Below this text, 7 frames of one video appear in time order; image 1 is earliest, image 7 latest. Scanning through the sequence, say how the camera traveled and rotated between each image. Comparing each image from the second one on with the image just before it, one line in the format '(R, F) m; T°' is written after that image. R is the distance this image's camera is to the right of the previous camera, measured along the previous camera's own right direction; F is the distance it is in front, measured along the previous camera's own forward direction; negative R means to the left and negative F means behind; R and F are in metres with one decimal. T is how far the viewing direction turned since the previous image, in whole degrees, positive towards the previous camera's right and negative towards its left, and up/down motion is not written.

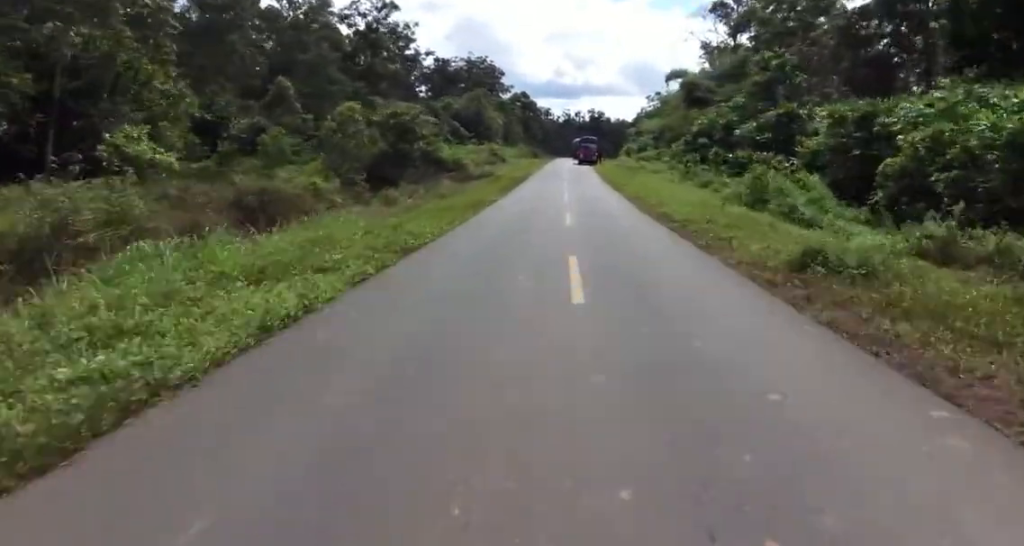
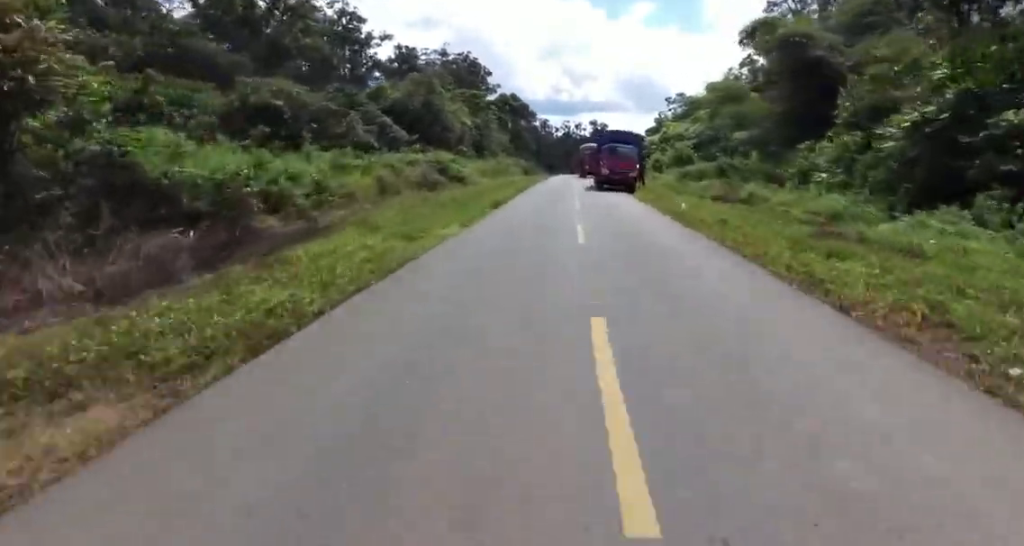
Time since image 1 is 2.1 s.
(0.0, +36.7) m; 0°
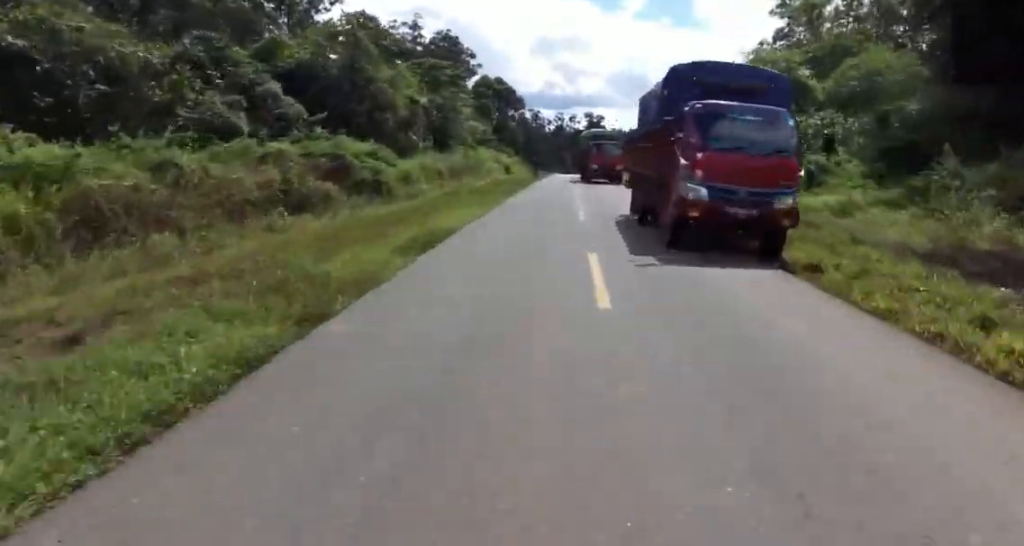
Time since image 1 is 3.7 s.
(0.0, +21.1) m; 0°
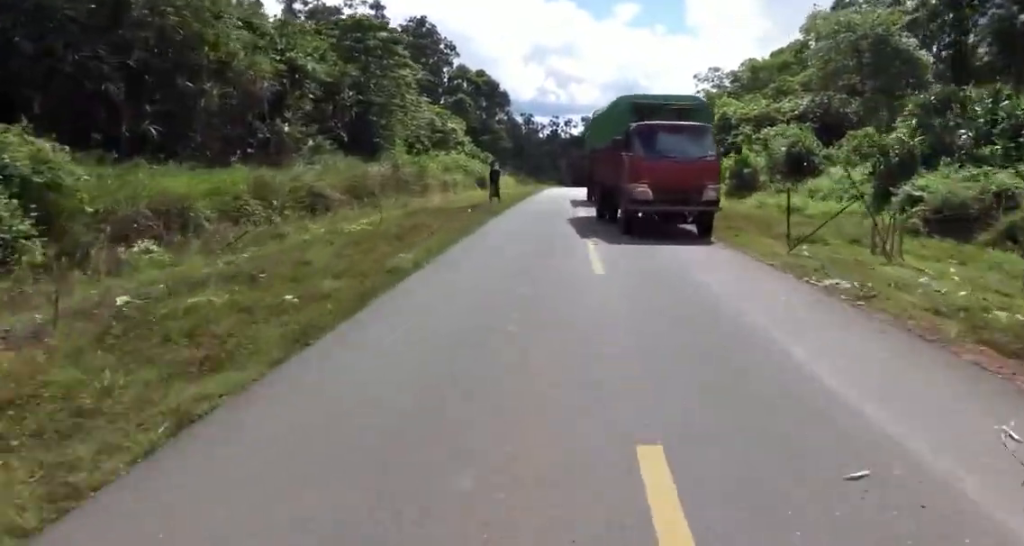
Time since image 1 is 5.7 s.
(+3.0, +21.1) m; +8°
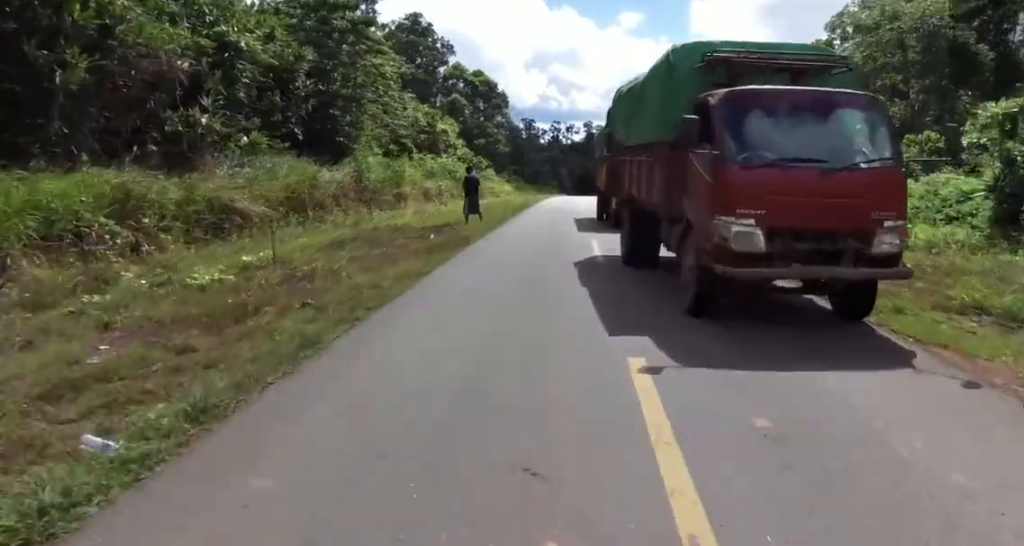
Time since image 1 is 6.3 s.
(-0.9, +6.1) m; -5°
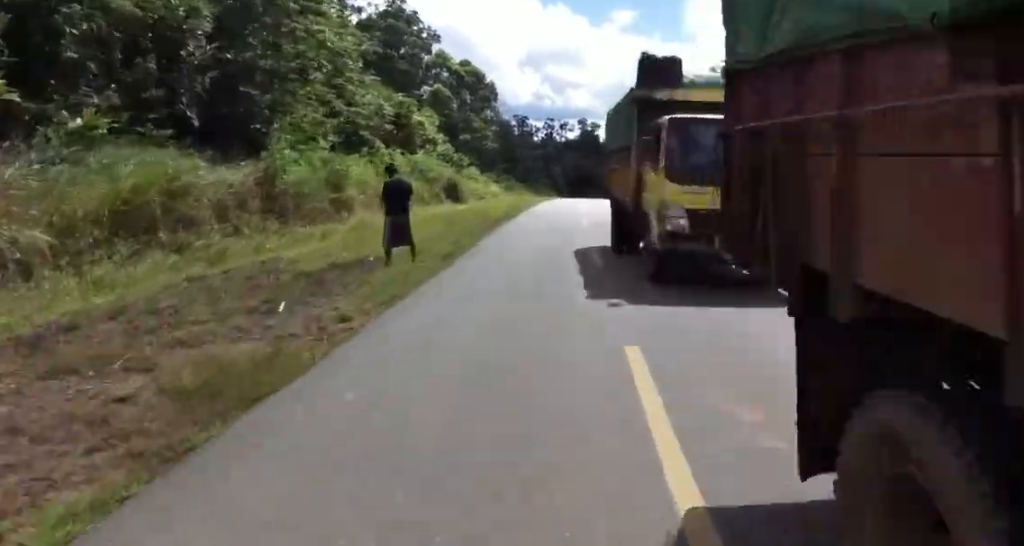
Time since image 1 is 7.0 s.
(-0.5, +8.1) m; -4°
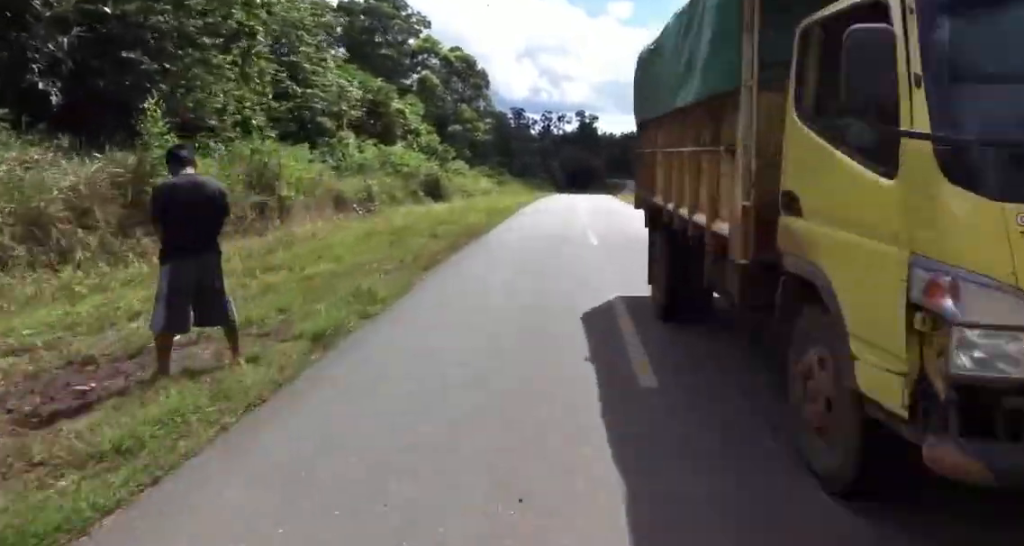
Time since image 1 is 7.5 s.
(0.0, +5.6) m; 0°
